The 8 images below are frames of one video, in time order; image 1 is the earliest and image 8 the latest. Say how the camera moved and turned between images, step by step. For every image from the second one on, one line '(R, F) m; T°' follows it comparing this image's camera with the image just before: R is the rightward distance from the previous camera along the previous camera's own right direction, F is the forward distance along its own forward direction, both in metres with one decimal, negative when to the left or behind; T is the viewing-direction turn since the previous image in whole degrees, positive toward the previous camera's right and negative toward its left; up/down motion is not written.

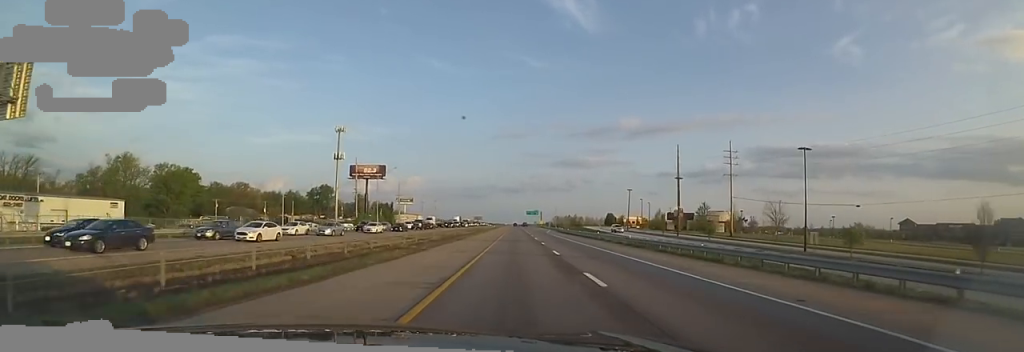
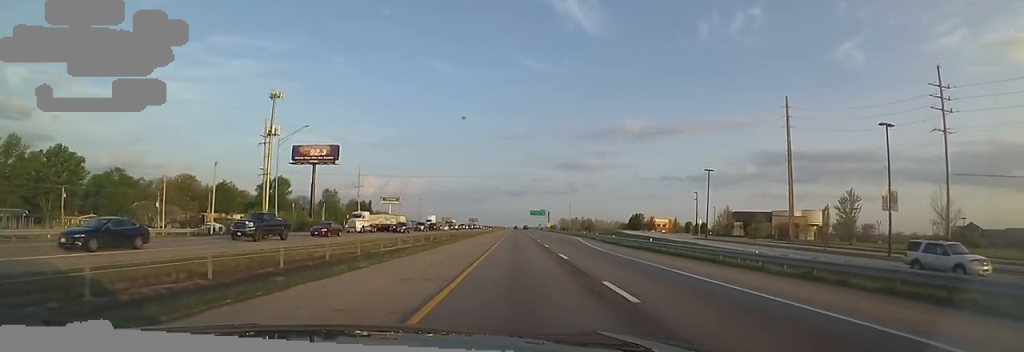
(-0.1, +51.7) m; 0°
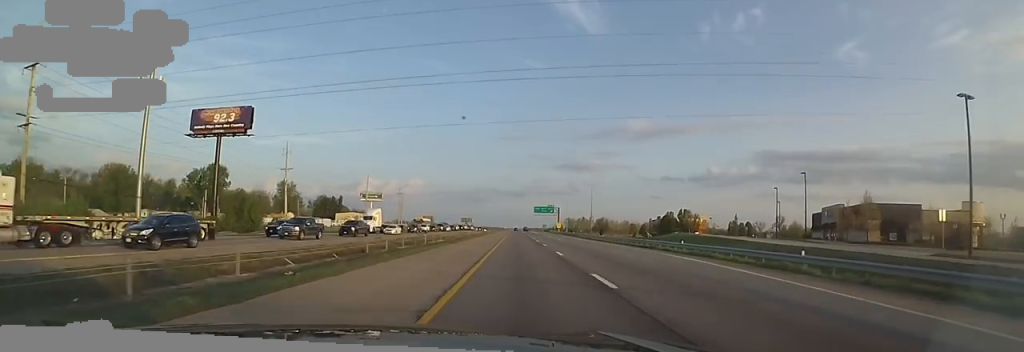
(0.0, +47.7) m; -2°
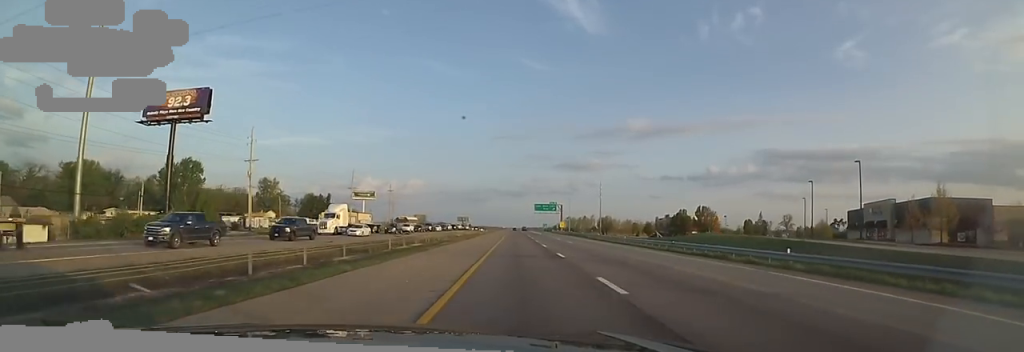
(-0.1, +13.7) m; -1°
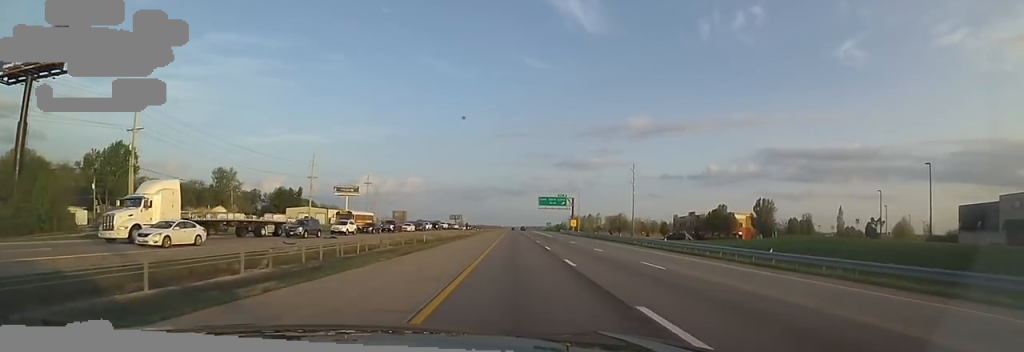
(-0.5, +29.2) m; 0°
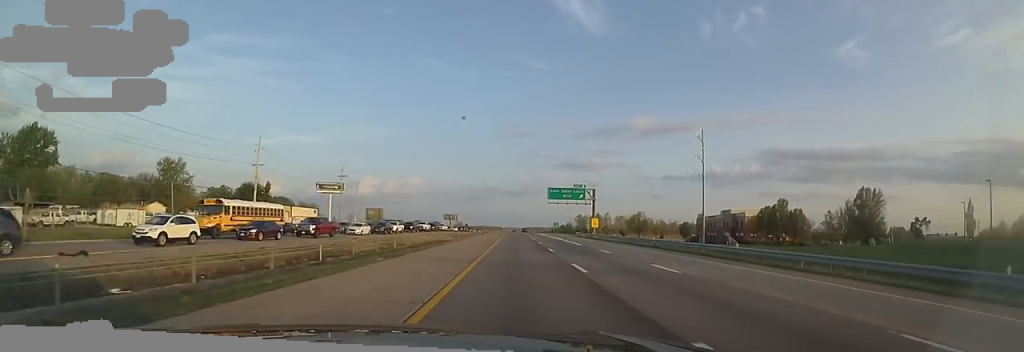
(+0.5, +26.8) m; +1°
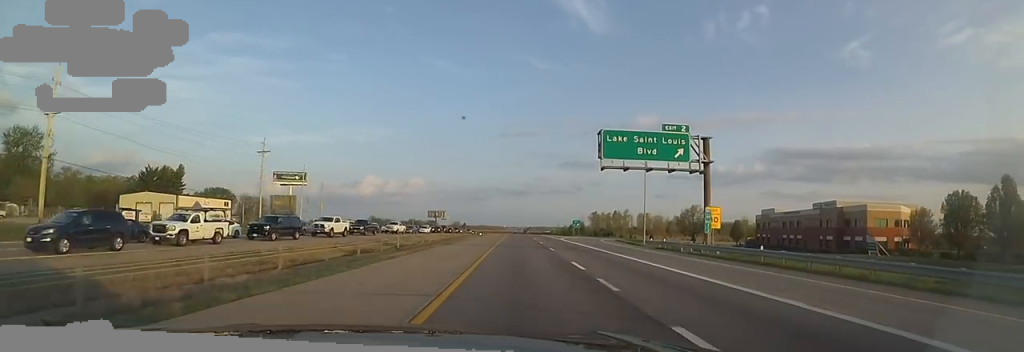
(+0.1, +47.1) m; +1°
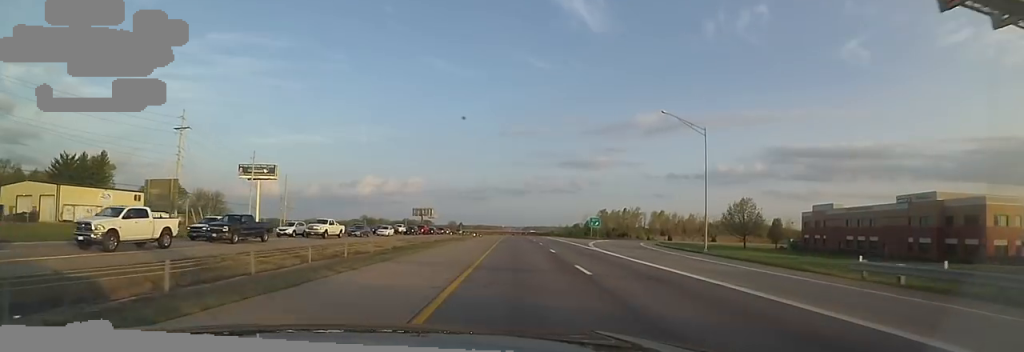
(+0.3, +25.6) m; +1°
